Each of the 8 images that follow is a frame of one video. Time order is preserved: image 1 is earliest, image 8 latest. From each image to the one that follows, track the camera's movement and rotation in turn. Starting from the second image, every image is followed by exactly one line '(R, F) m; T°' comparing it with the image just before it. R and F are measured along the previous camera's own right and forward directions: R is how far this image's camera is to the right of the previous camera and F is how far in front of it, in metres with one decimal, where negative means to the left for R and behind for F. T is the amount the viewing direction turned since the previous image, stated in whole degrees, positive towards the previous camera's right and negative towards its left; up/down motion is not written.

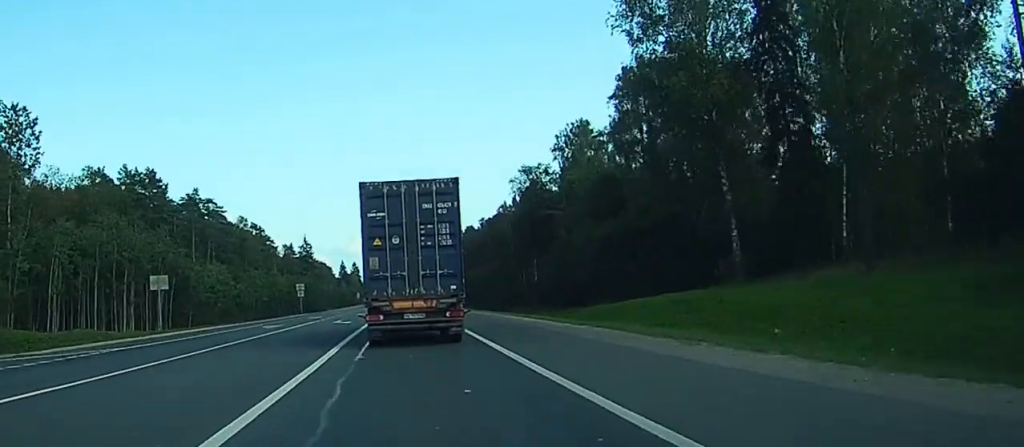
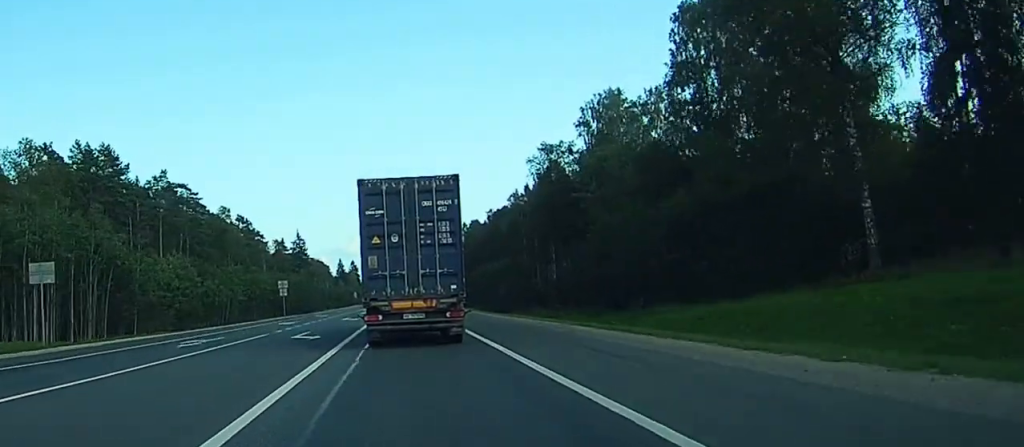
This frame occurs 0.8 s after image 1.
(0.0, +18.7) m; 0°
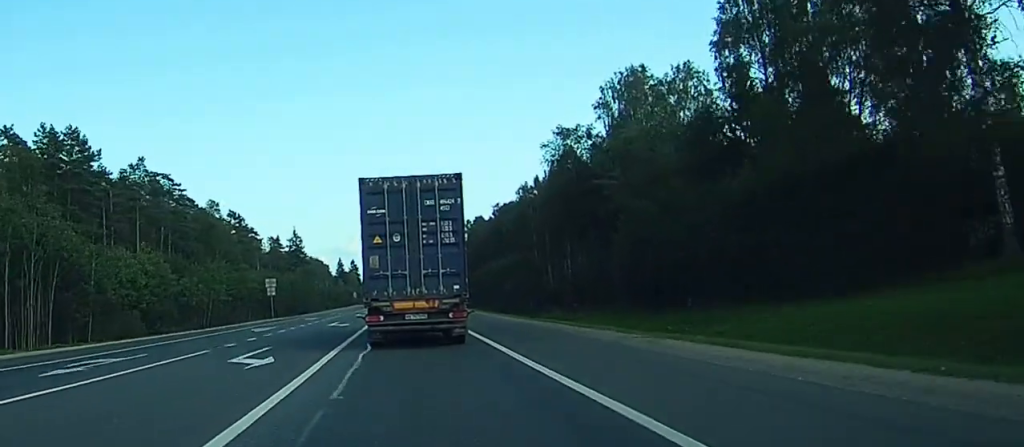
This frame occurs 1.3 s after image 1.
(0.0, +10.9) m; 0°
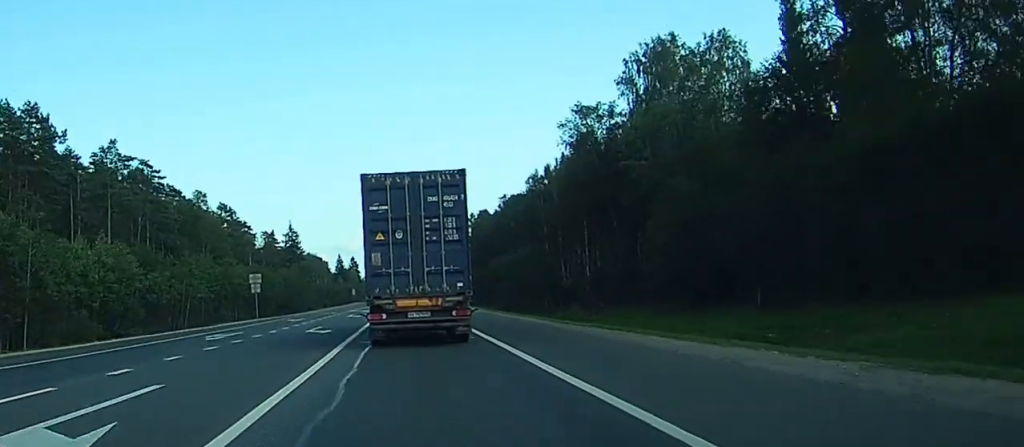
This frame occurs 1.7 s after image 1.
(0.0, +11.0) m; 0°
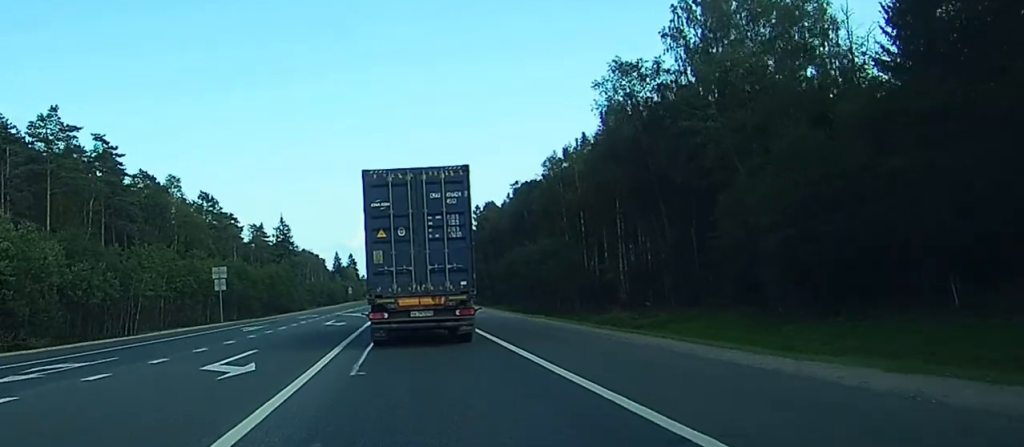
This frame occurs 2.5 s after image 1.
(0.0, +17.2) m; 0°
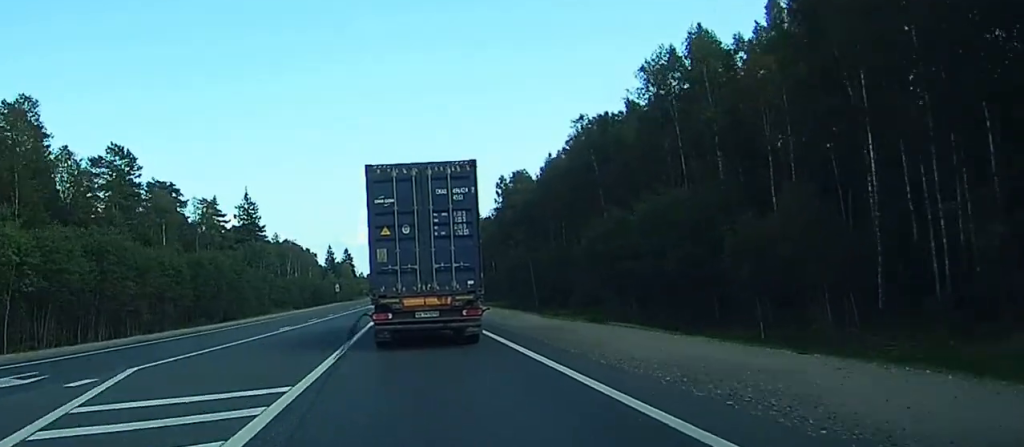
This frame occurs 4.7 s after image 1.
(-0.2, +53.0) m; 0°
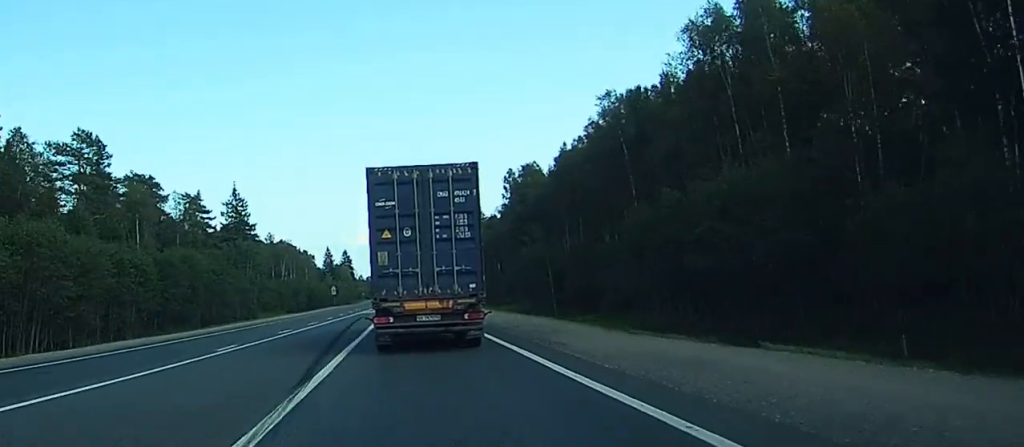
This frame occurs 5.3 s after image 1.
(0.0, +12.4) m; 0°
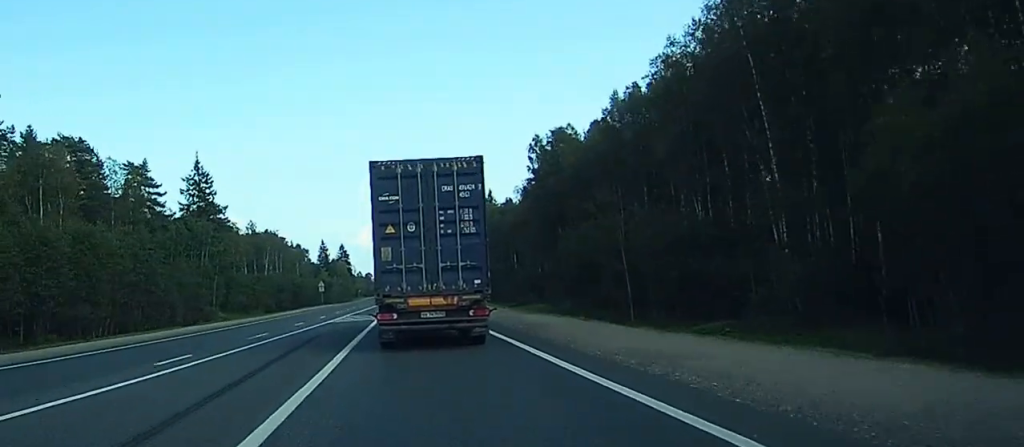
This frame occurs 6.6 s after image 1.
(-0.1, +30.0) m; 0°
